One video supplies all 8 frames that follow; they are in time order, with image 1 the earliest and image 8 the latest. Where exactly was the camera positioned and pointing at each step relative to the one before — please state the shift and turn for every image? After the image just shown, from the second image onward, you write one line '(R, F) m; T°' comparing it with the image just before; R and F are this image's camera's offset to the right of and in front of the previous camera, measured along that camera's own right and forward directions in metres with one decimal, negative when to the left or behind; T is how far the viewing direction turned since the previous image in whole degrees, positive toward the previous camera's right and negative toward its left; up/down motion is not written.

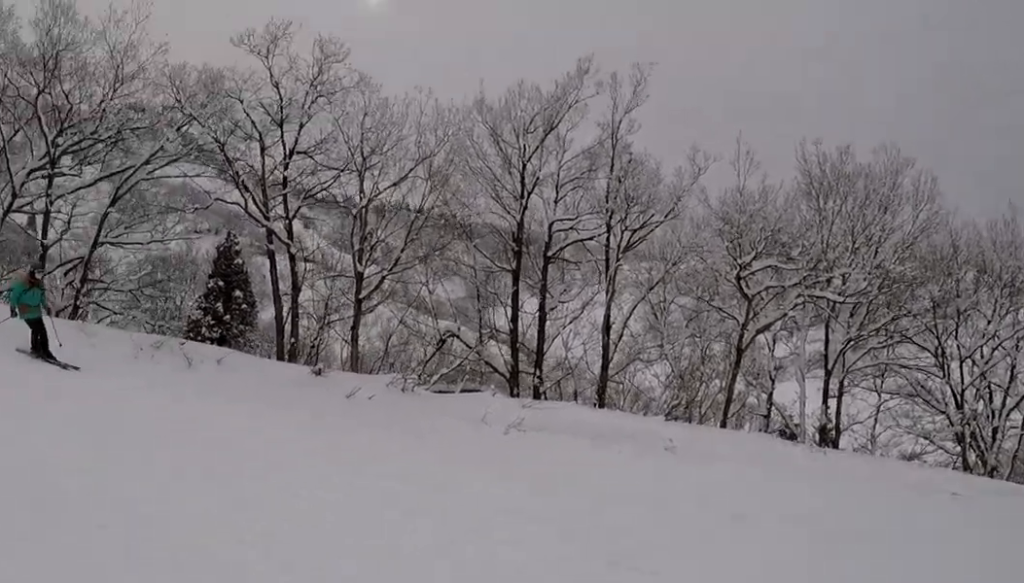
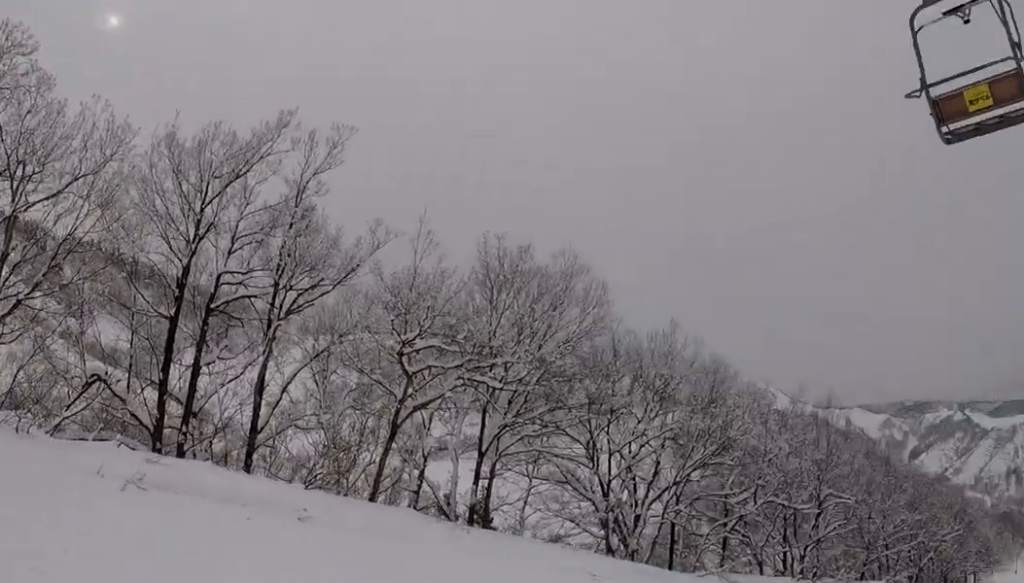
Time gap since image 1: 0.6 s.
(+0.2, +1.6) m; +11°
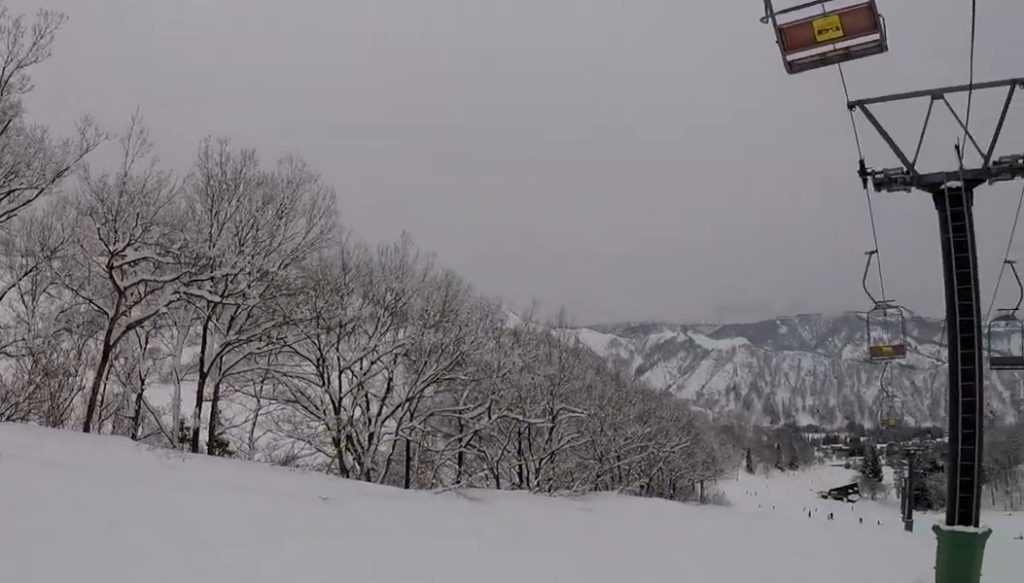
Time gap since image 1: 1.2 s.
(+0.3, +1.7) m; +16°
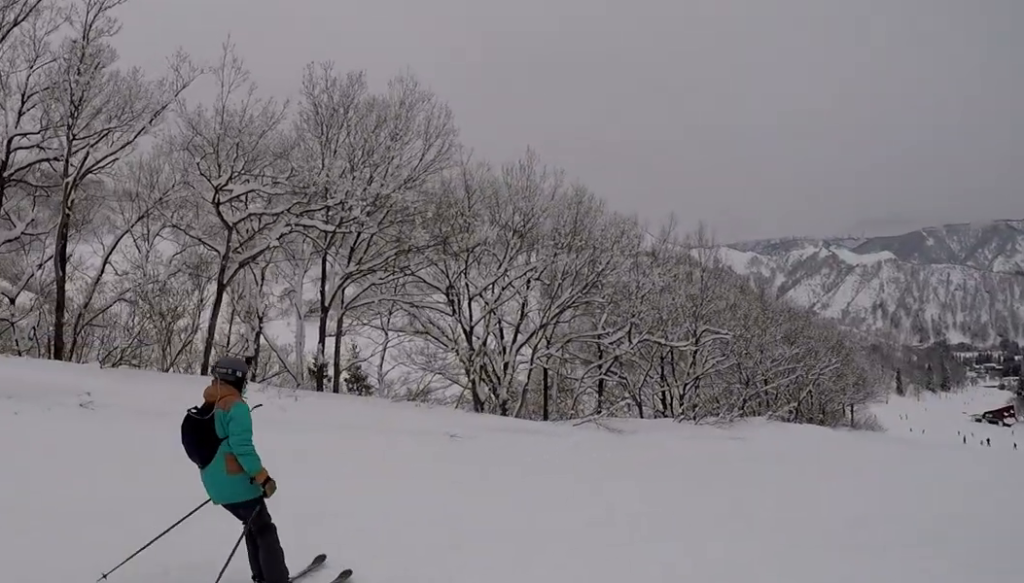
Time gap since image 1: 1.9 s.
(+0.2, +2.0) m; +5°
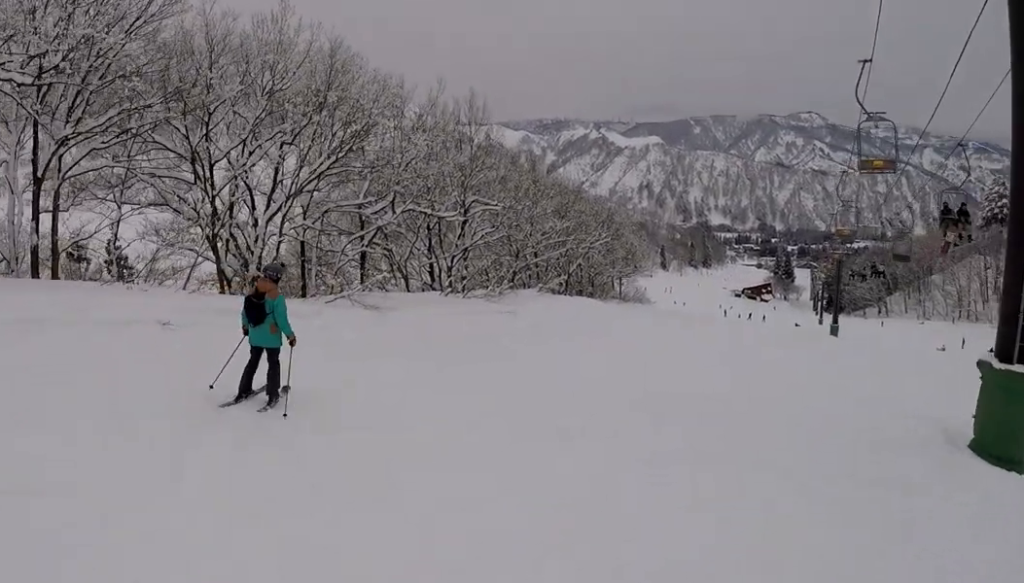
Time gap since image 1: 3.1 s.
(+0.1, +3.9) m; +2°
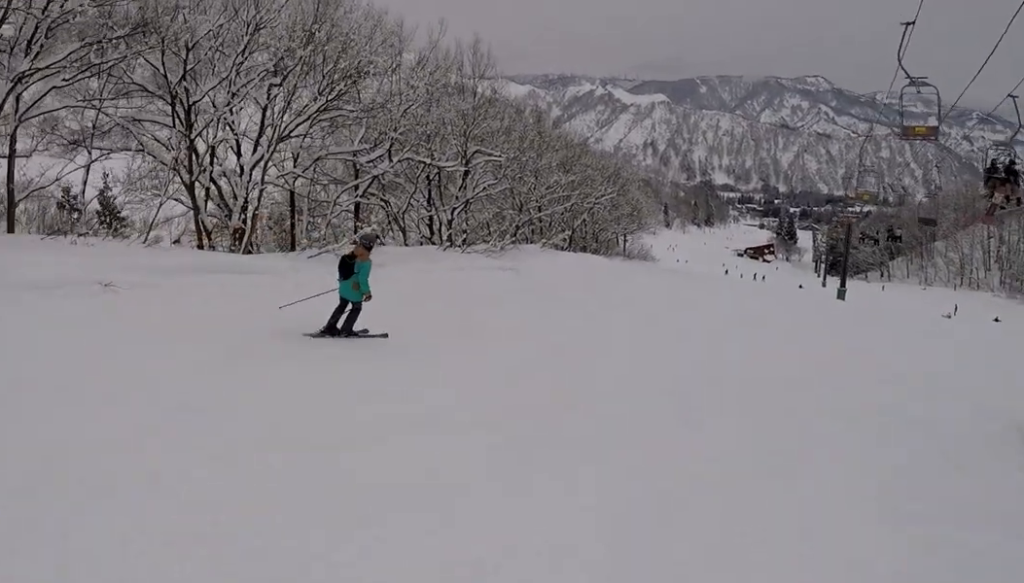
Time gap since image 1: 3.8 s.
(0.0, +2.8) m; +1°
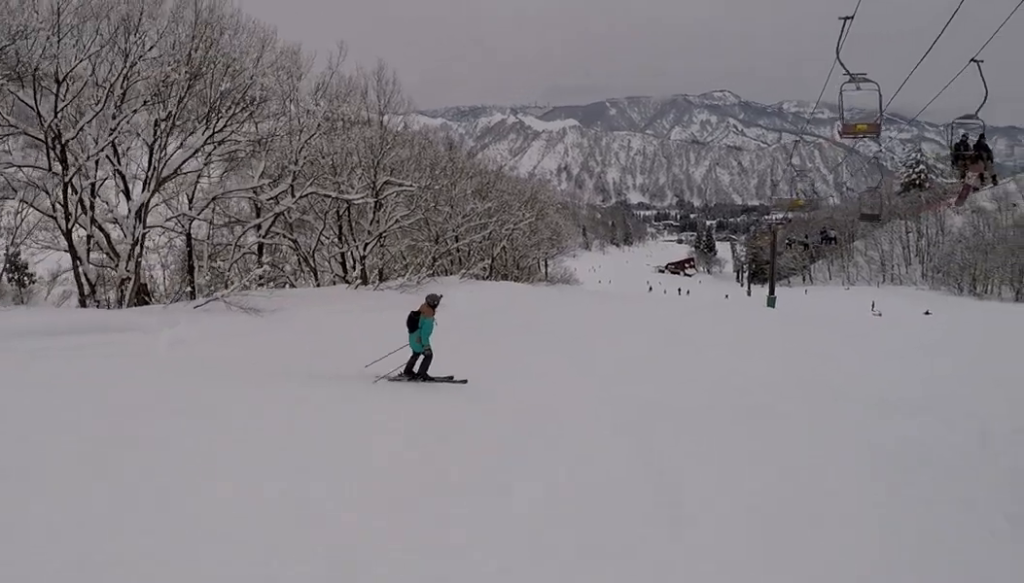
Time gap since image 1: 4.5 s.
(0.0, +3.2) m; +5°
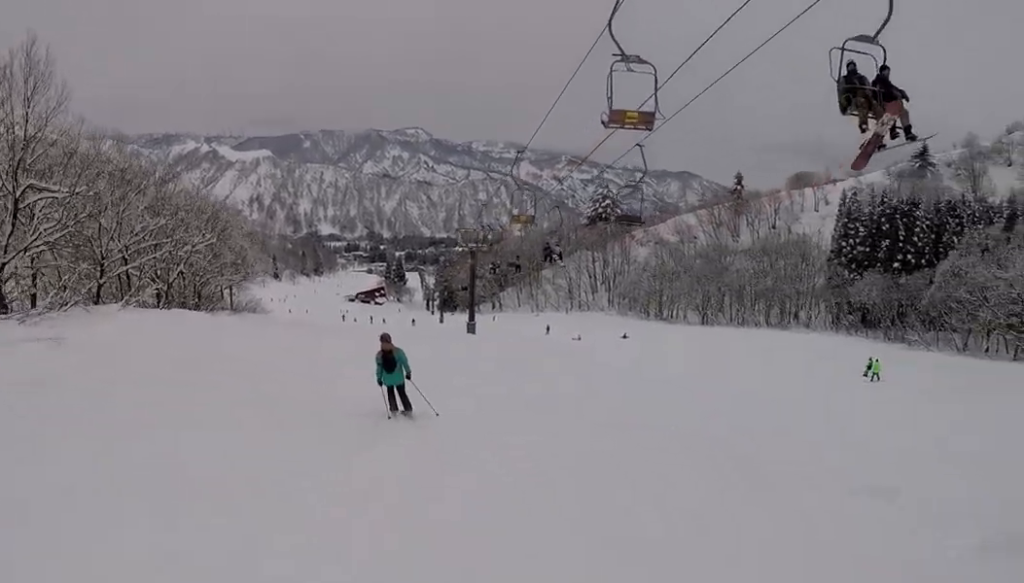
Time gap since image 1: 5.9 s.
(+1.5, +7.4) m; +9°
